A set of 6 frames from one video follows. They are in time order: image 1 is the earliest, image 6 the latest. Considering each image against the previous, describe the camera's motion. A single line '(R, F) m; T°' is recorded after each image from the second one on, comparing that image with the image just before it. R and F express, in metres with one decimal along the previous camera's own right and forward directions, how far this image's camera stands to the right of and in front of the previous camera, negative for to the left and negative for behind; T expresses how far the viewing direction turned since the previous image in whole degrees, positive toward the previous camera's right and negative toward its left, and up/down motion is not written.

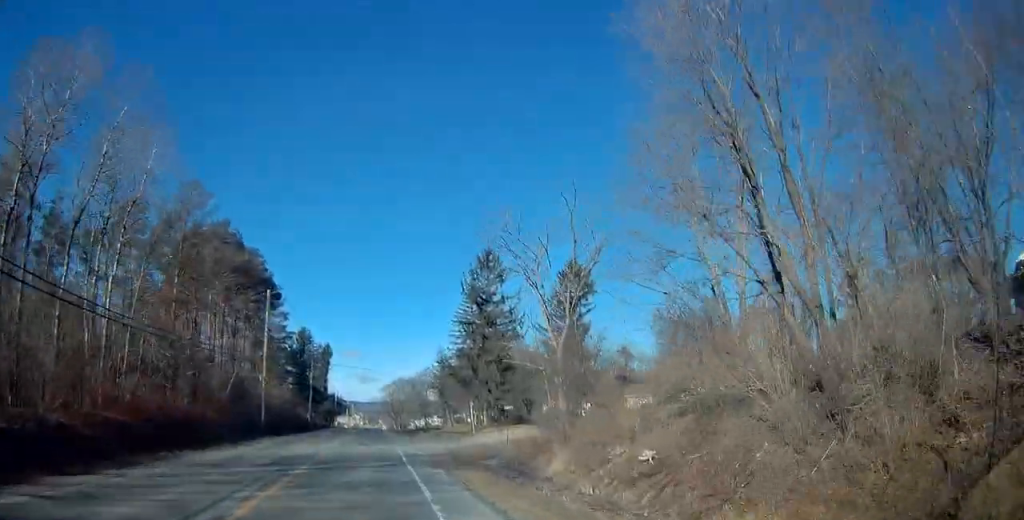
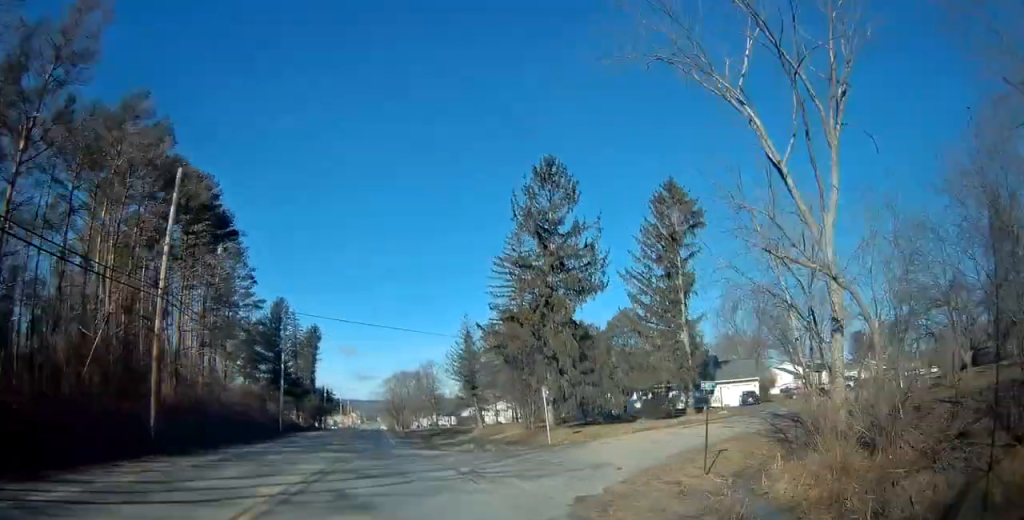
(-0.2, +23.5) m; +1°
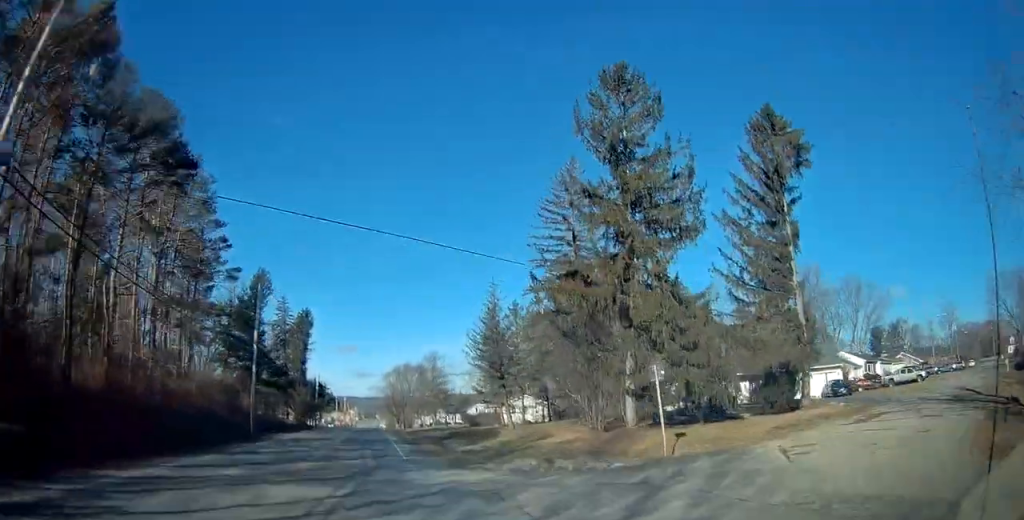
(+0.3, +12.9) m; 0°
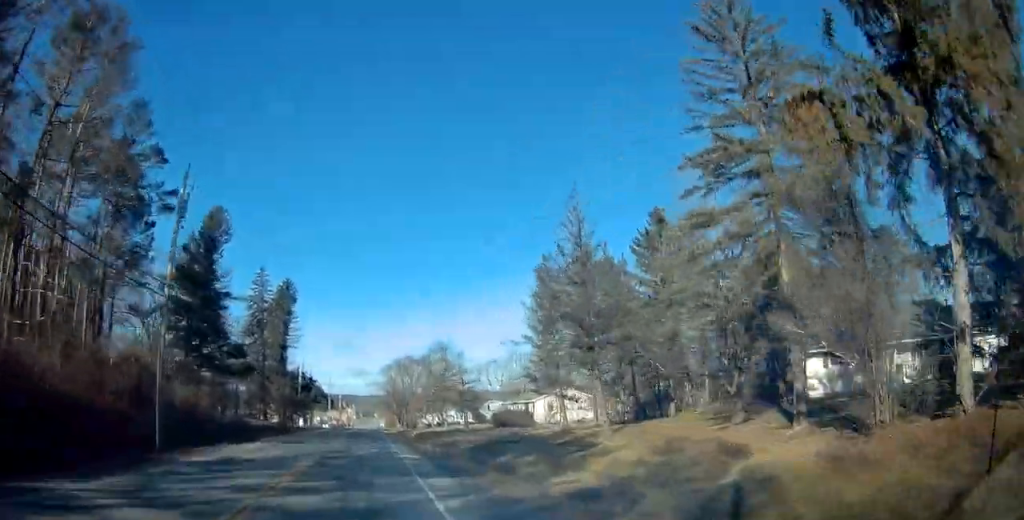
(-0.1, +18.8) m; 0°
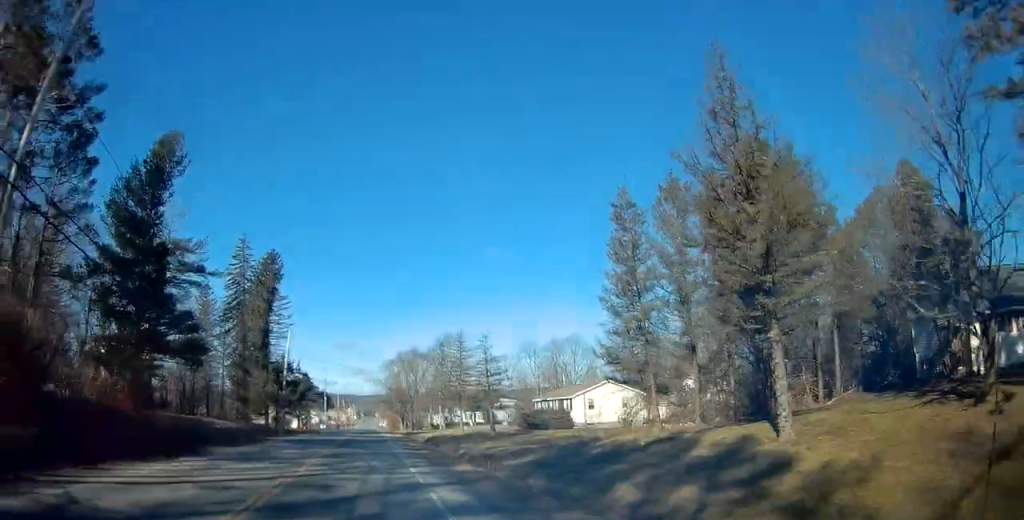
(+0.1, +12.6) m; 0°
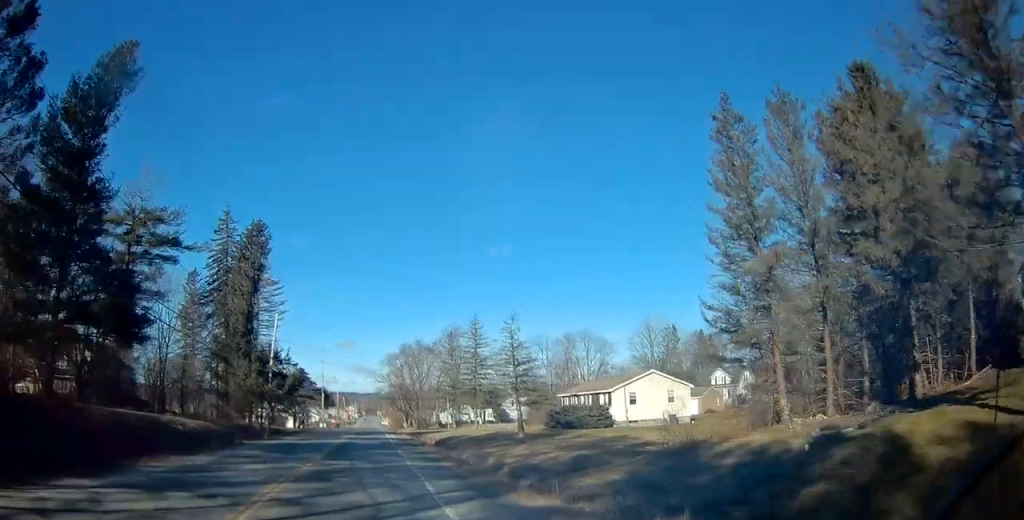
(+0.3, +8.9) m; 0°
